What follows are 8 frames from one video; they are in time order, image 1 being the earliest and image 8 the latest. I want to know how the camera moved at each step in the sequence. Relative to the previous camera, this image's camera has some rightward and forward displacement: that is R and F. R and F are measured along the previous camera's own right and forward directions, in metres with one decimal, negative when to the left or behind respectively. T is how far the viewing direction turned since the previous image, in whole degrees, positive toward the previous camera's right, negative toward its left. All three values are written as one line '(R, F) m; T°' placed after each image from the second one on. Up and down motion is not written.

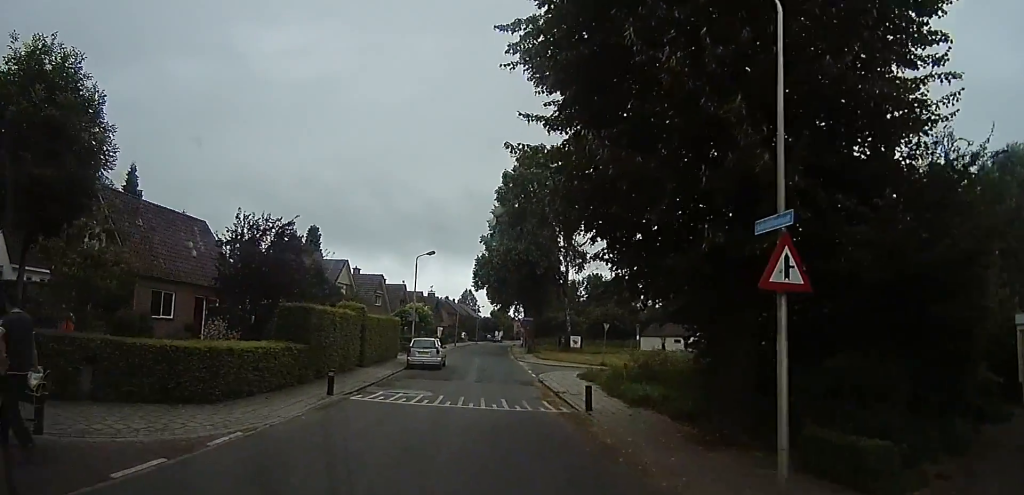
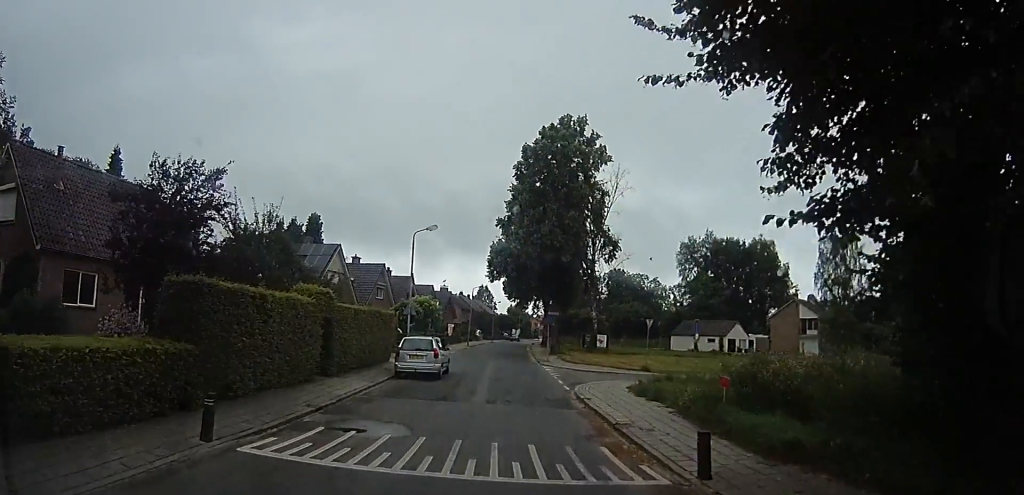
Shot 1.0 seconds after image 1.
(+0.1, +6.7) m; +4°
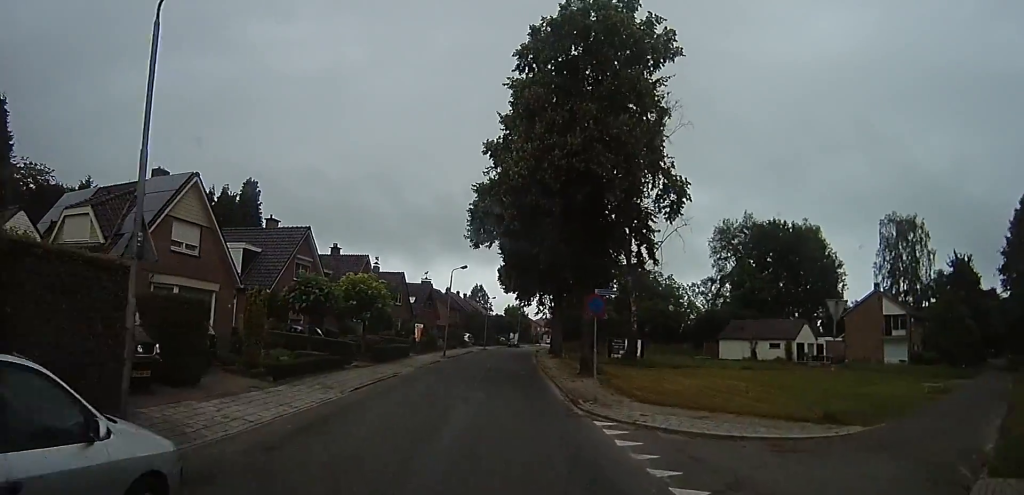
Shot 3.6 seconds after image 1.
(-0.9, +18.1) m; -6°
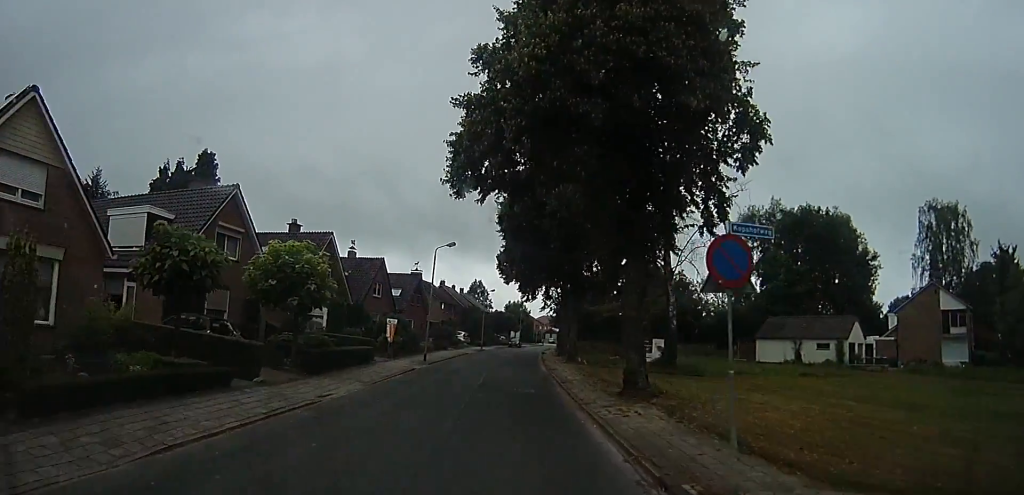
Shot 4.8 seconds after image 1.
(+0.5, +8.3) m; +3°
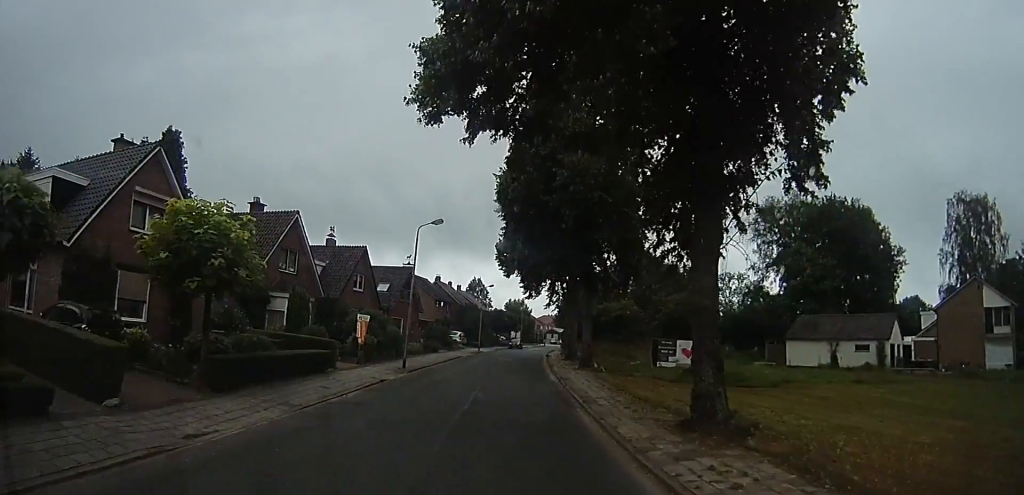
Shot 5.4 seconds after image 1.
(0.0, +5.0) m; 0°
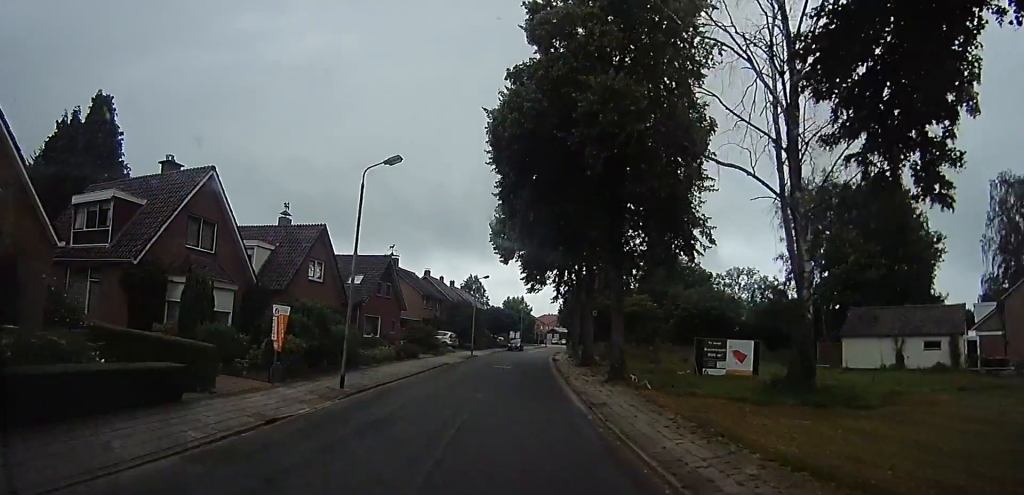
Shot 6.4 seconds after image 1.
(0.0, +7.8) m; +6°
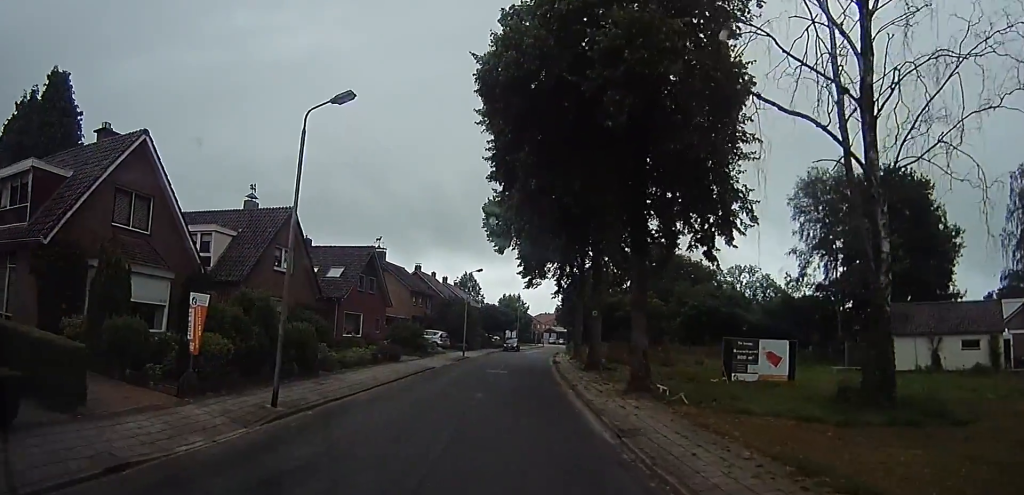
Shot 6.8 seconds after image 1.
(+0.3, +4.0) m; 0°
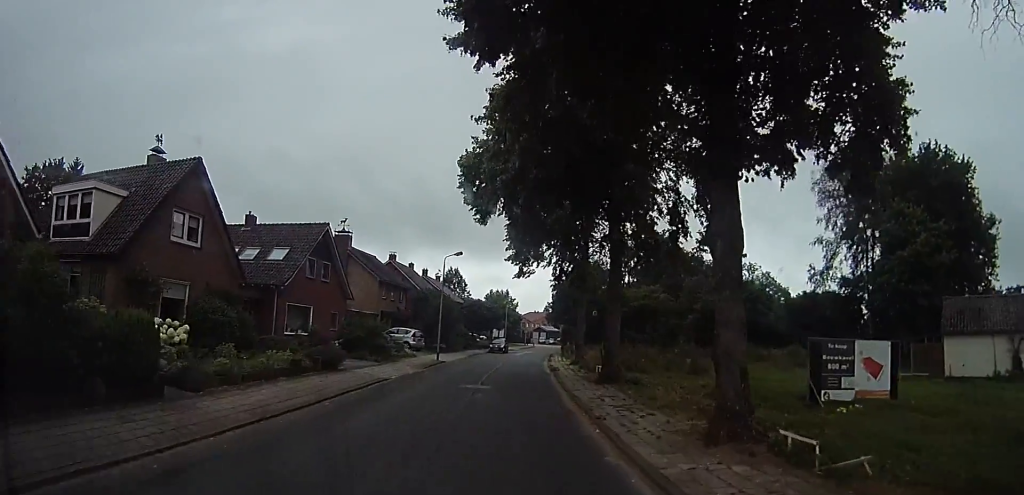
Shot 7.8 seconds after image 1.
(+0.3, +7.8) m; -2°
